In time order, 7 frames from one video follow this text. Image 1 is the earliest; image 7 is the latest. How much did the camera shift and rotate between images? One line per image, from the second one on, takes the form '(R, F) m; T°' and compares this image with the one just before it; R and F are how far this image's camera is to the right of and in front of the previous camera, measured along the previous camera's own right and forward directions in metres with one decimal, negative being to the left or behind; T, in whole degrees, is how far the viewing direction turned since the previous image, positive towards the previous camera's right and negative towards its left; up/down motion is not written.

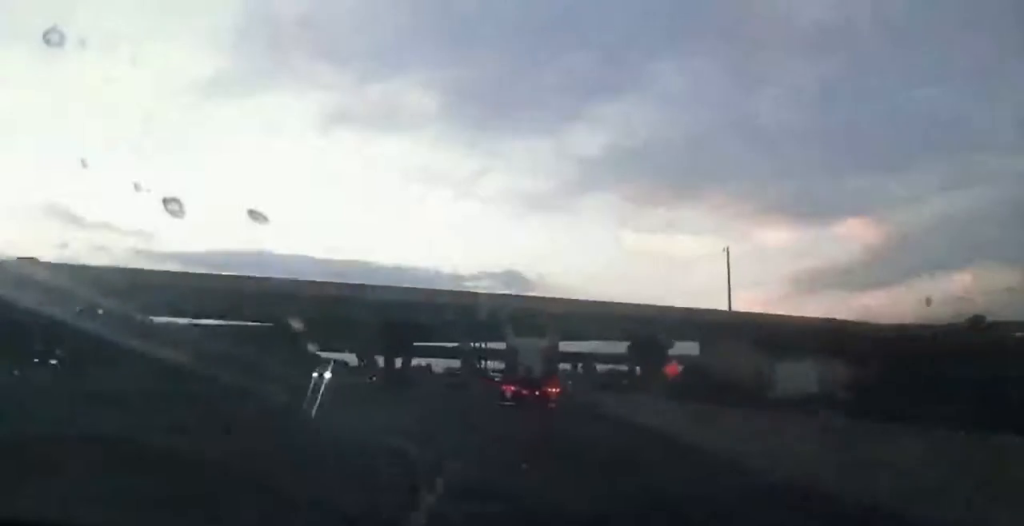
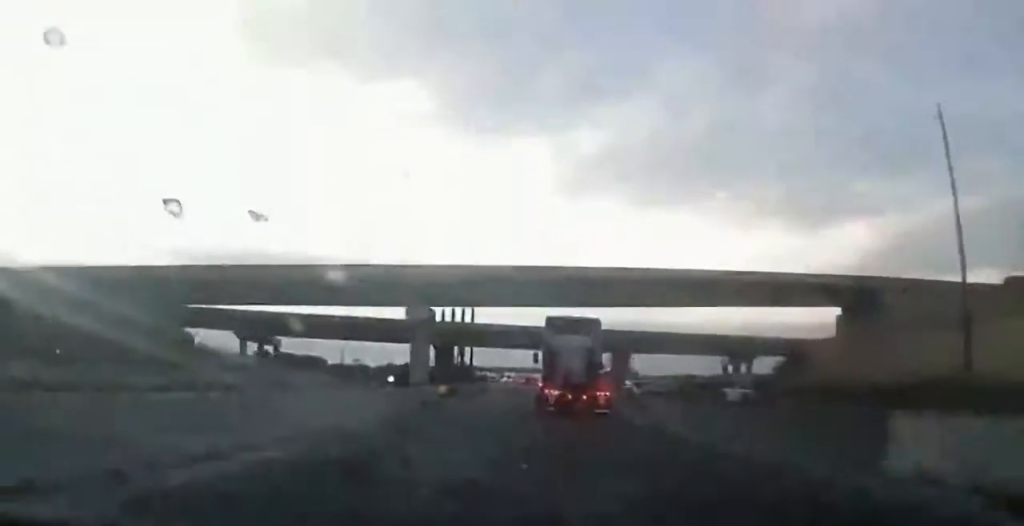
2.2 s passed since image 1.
(+1.2, +64.5) m; +1°
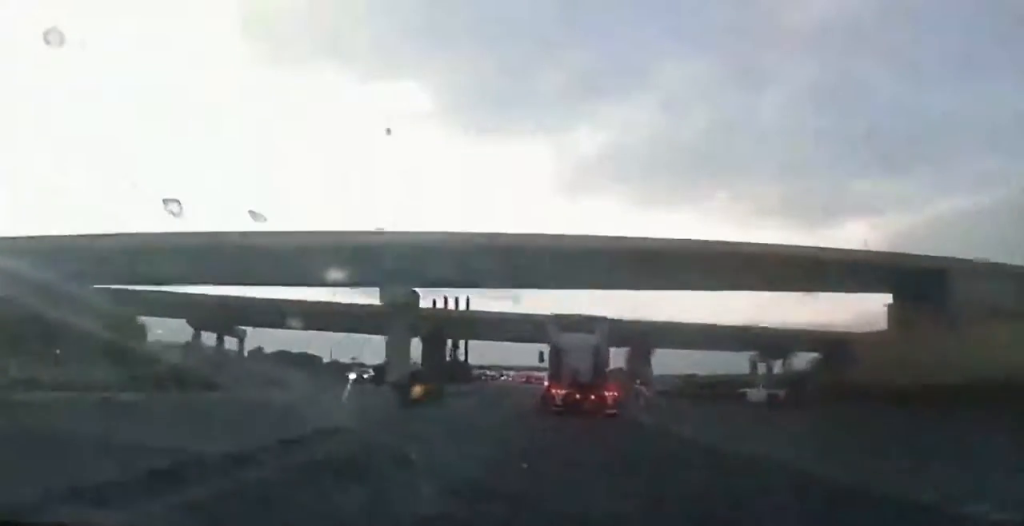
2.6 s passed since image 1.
(0.0, +12.9) m; 0°
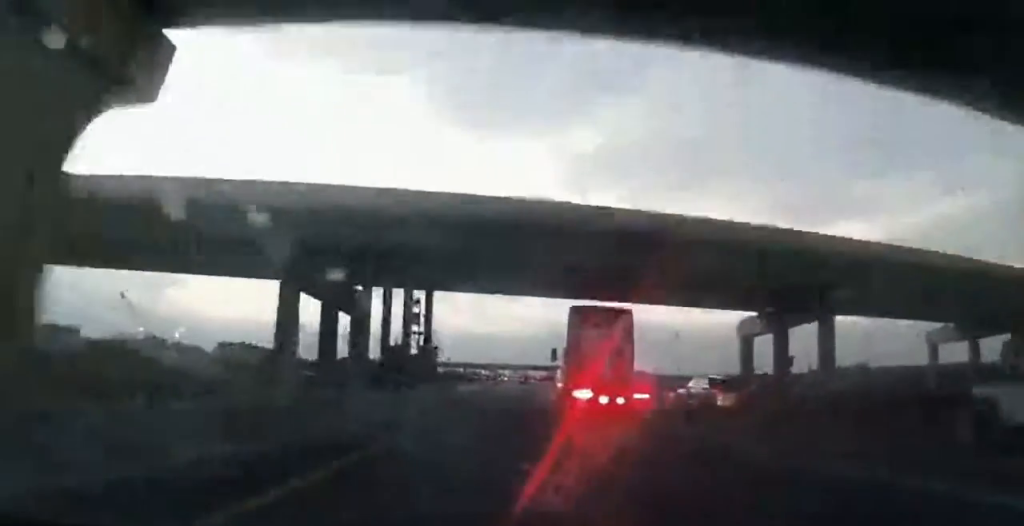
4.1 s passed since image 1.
(0.0, +42.8) m; 0°
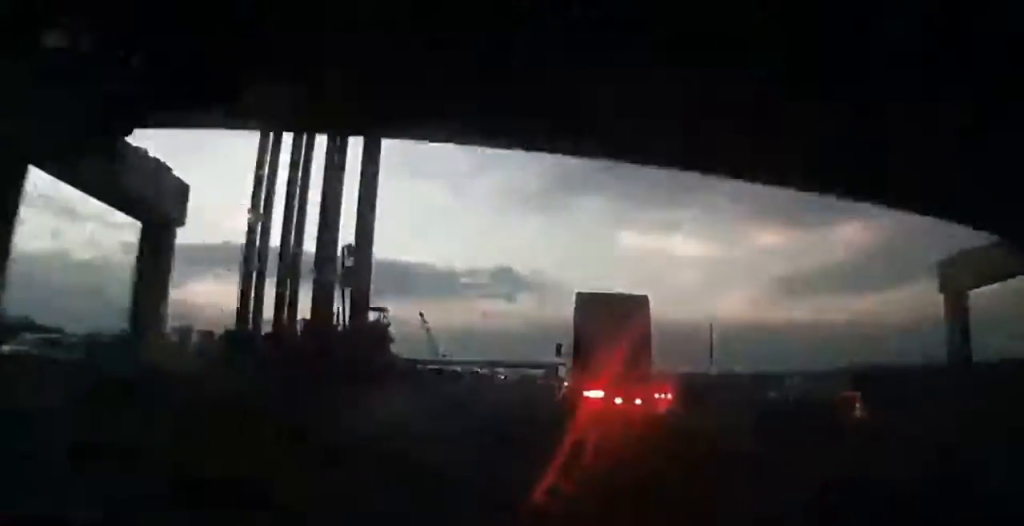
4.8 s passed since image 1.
(-0.1, +21.9) m; 0°
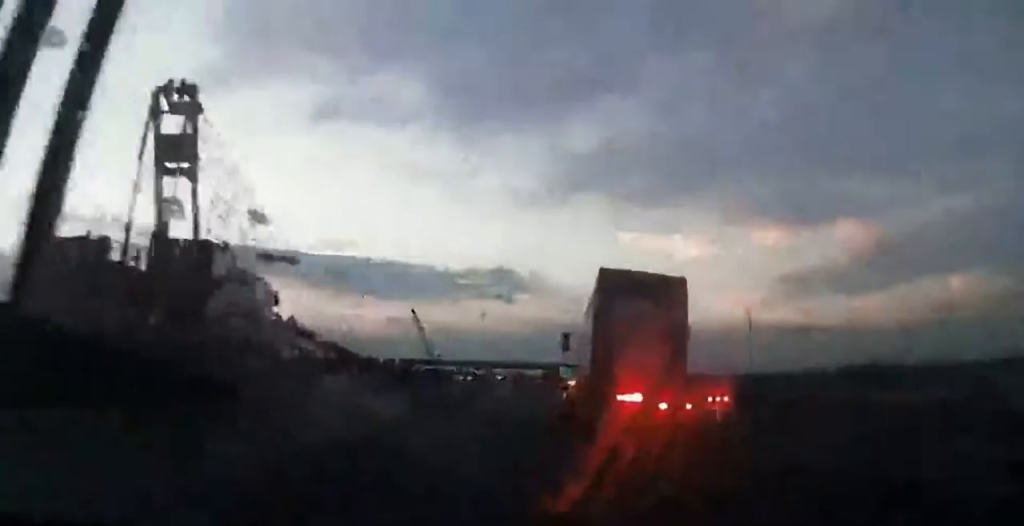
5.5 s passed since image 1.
(0.0, +19.2) m; +1°
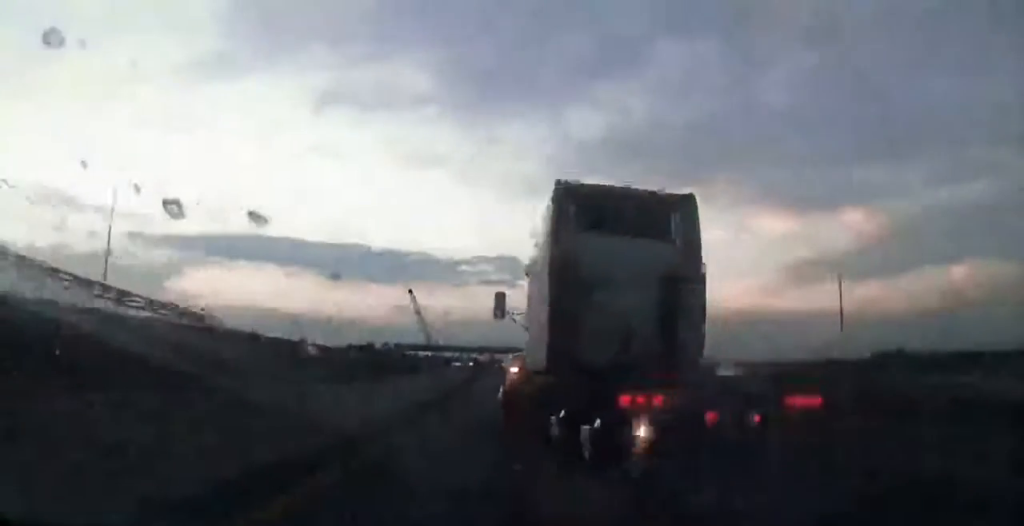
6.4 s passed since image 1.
(+0.4, +24.7) m; +1°
